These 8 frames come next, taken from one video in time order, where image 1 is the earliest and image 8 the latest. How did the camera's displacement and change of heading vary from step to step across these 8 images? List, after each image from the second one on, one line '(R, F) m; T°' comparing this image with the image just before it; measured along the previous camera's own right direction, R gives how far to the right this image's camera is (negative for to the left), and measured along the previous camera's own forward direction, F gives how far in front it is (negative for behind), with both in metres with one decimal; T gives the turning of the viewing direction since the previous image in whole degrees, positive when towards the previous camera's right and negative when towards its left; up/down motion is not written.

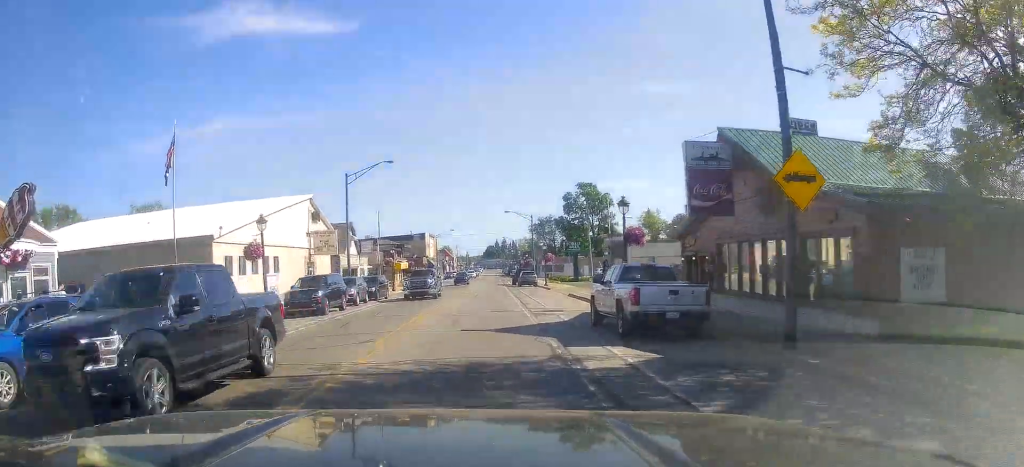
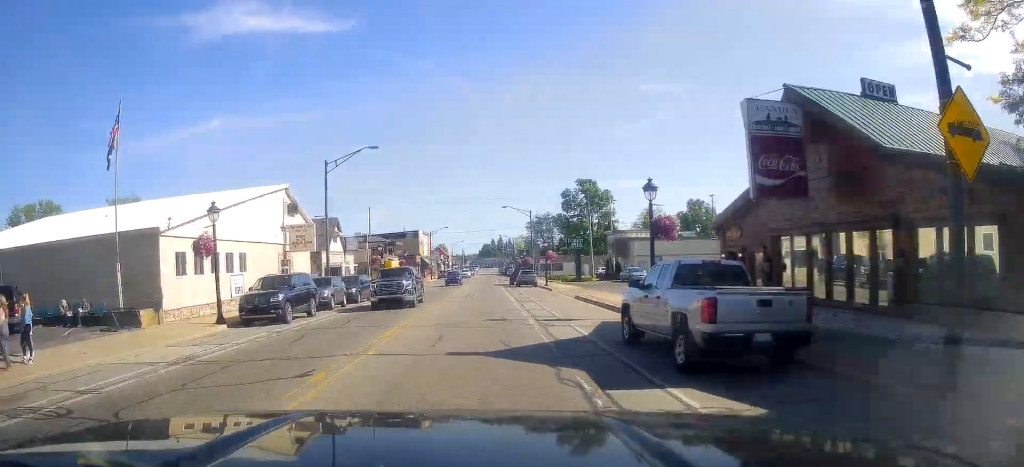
(0.0, +4.7) m; 0°
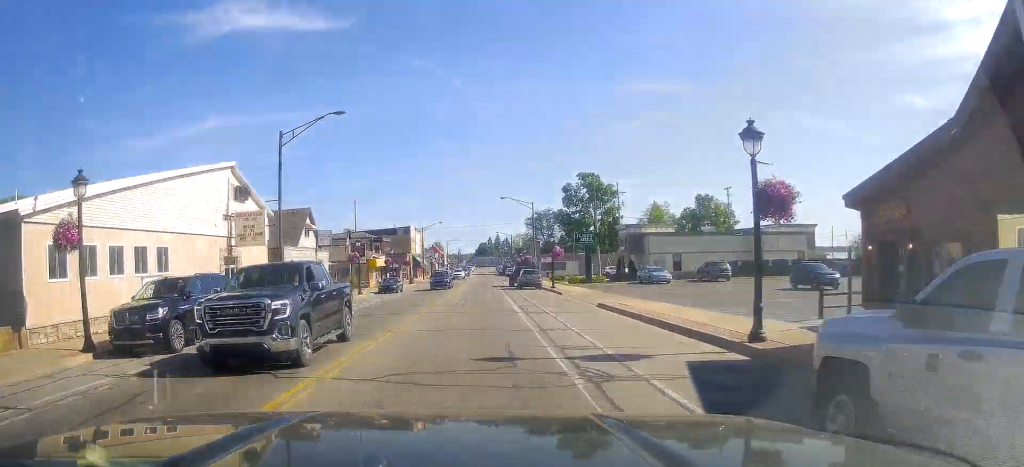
(0.0, +8.4) m; 0°
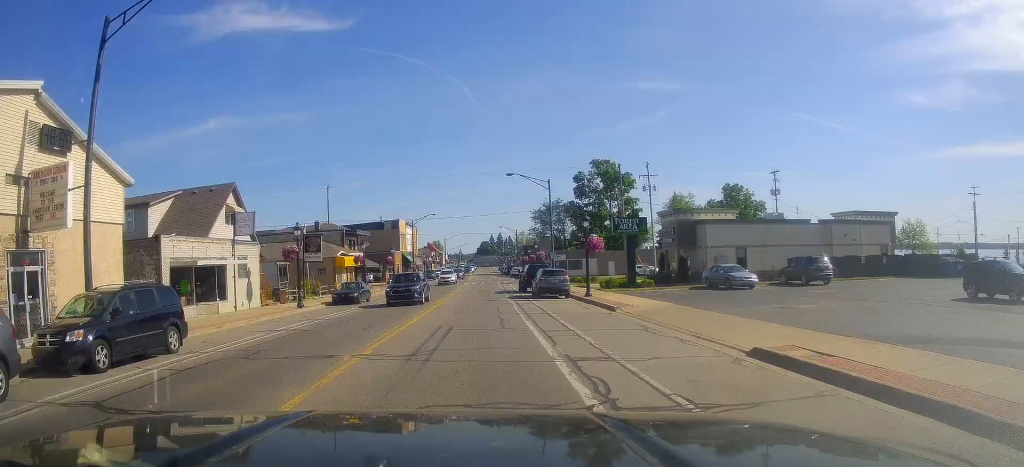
(0.0, +16.4) m; 0°
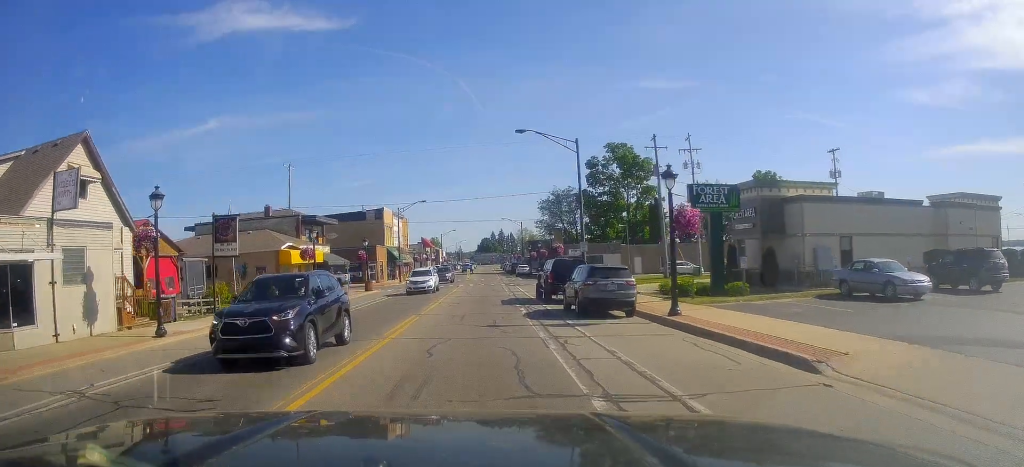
(0.0, +15.3) m; 0°
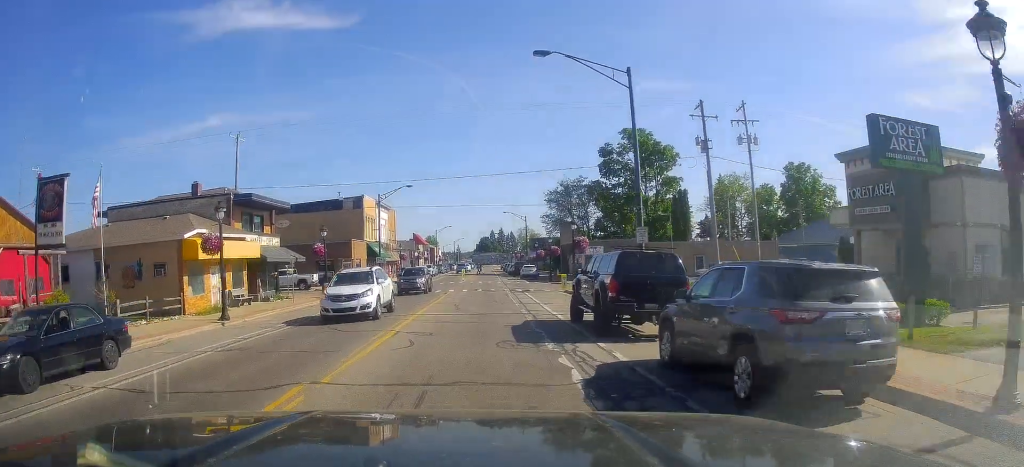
(0.0, +13.1) m; 0°
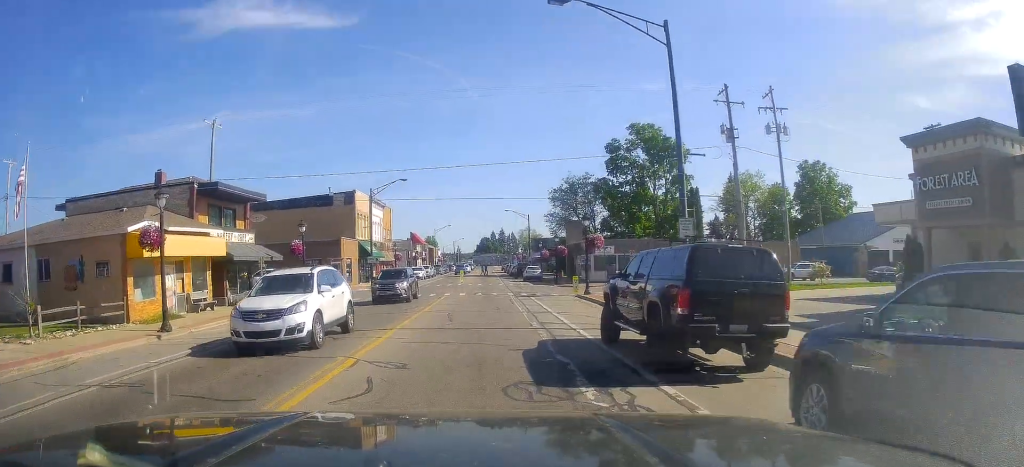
(0.0, +4.8) m; 0°
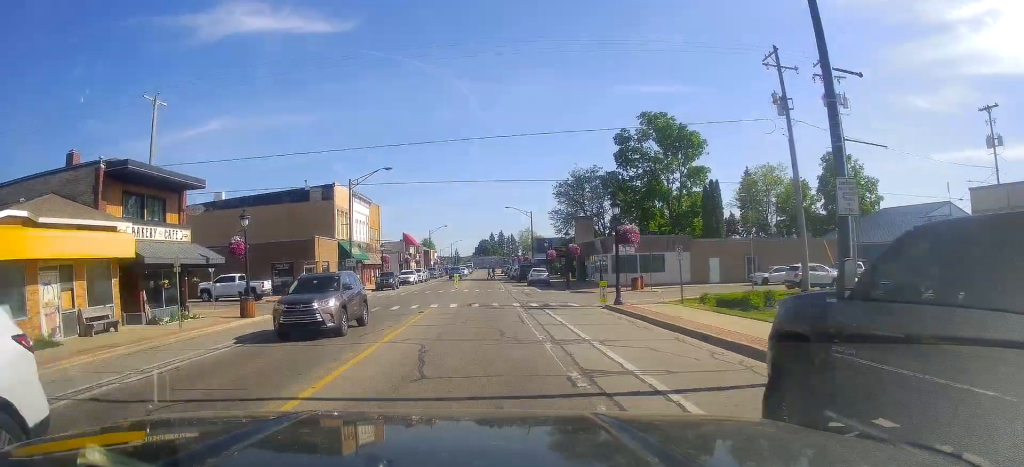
(0.0, +8.2) m; 0°
